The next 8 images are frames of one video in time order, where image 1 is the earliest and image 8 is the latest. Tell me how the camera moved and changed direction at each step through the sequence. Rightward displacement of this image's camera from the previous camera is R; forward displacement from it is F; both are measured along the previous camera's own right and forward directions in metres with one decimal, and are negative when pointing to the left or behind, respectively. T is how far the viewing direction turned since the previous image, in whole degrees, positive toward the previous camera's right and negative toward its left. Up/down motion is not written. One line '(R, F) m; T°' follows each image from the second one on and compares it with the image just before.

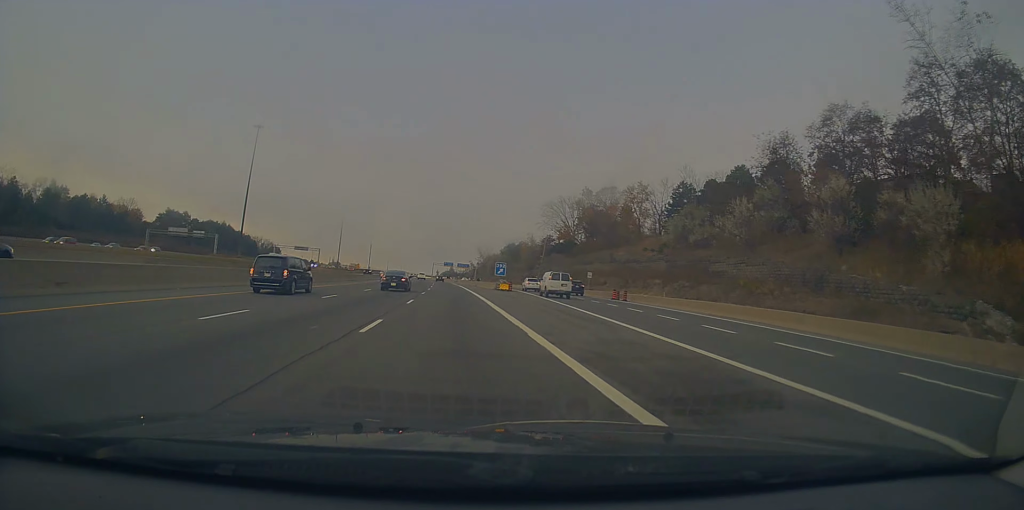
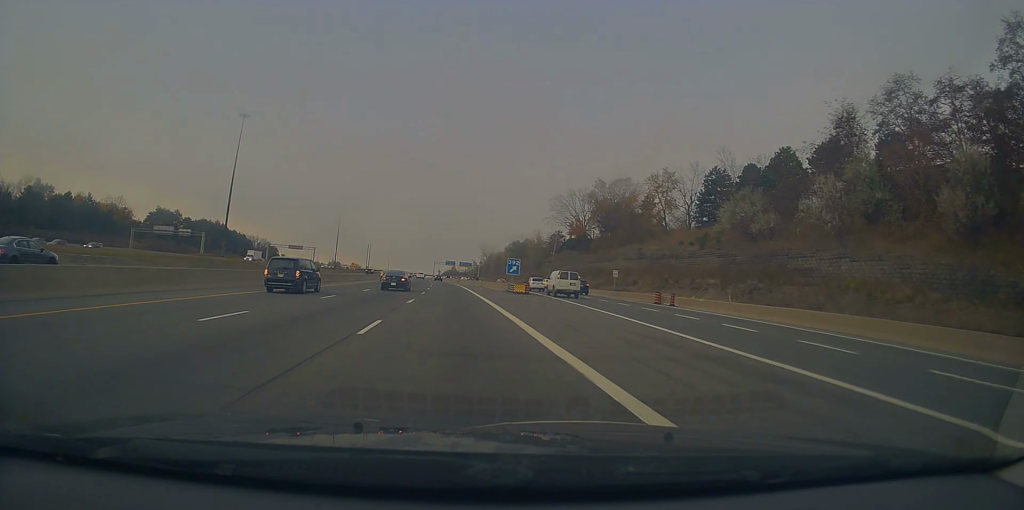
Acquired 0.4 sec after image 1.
(-0.3, +11.6) m; 0°
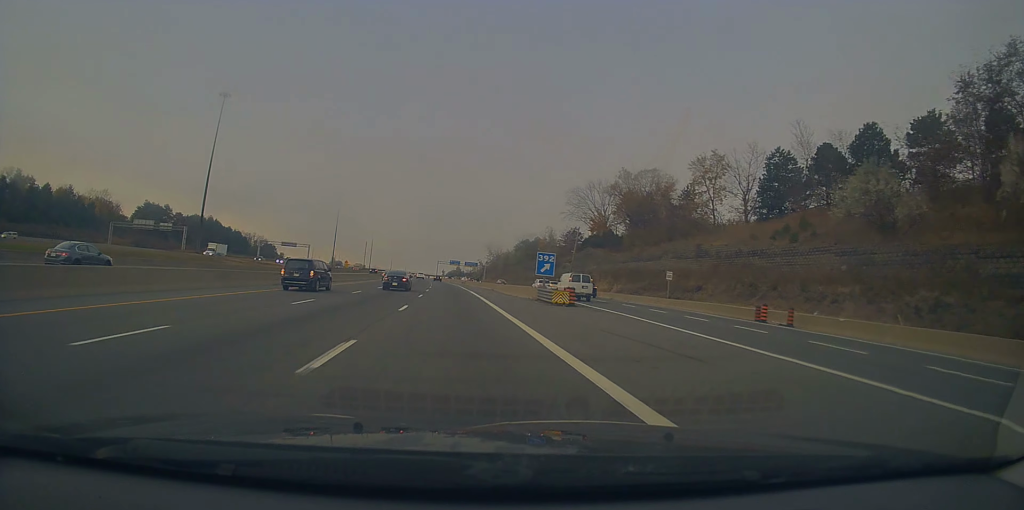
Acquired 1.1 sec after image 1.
(+0.1, +17.5) m; 0°
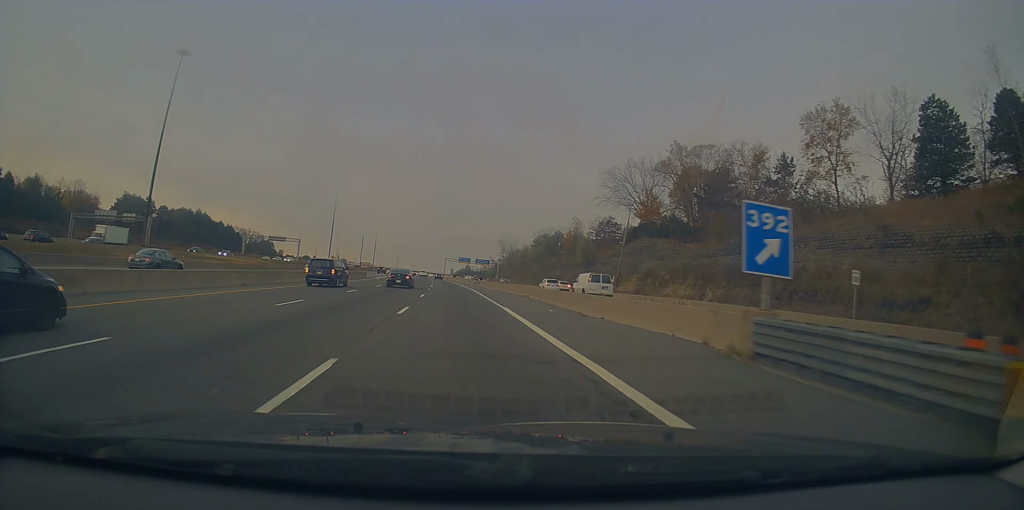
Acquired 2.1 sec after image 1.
(+0.3, +26.1) m; -1°
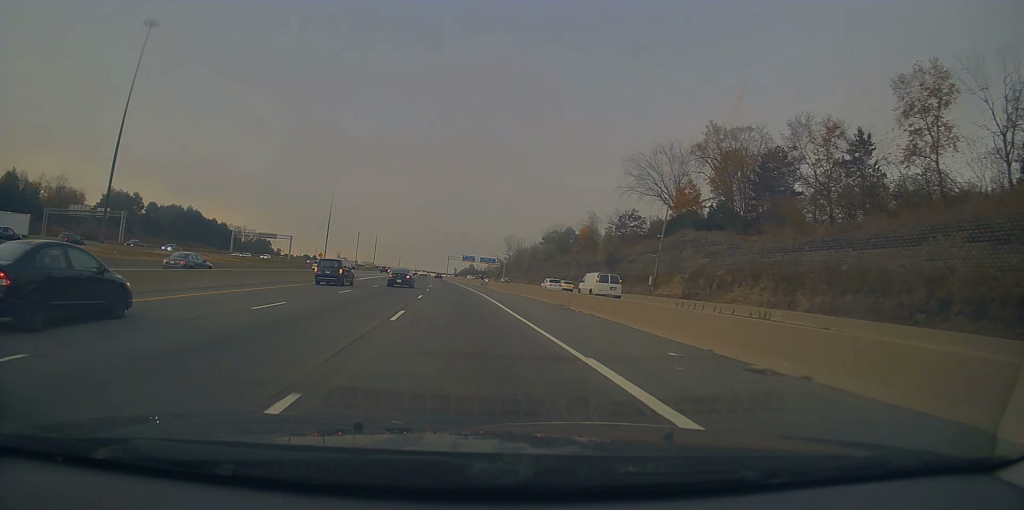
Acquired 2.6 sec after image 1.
(-0.2, +14.3) m; -1°
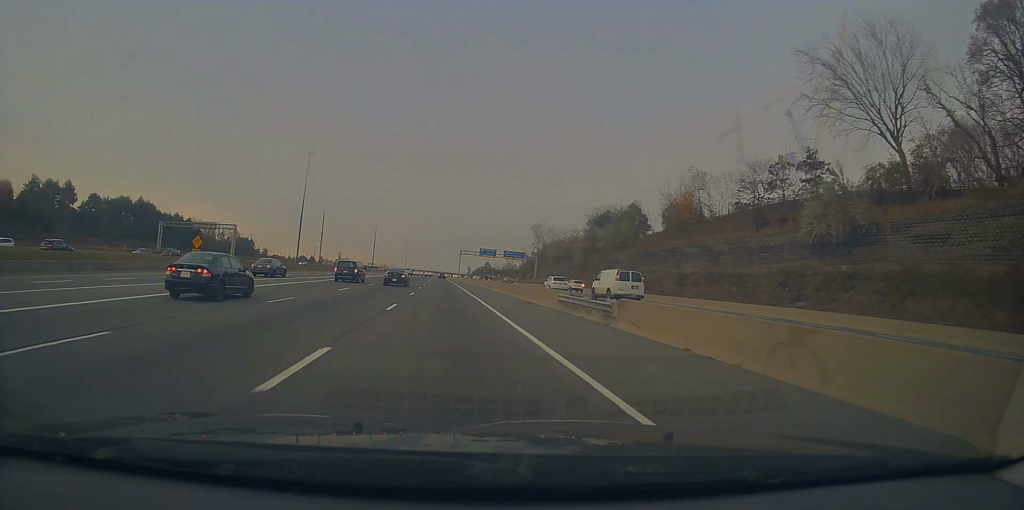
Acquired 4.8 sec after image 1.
(-1.1, +57.4) m; -1°
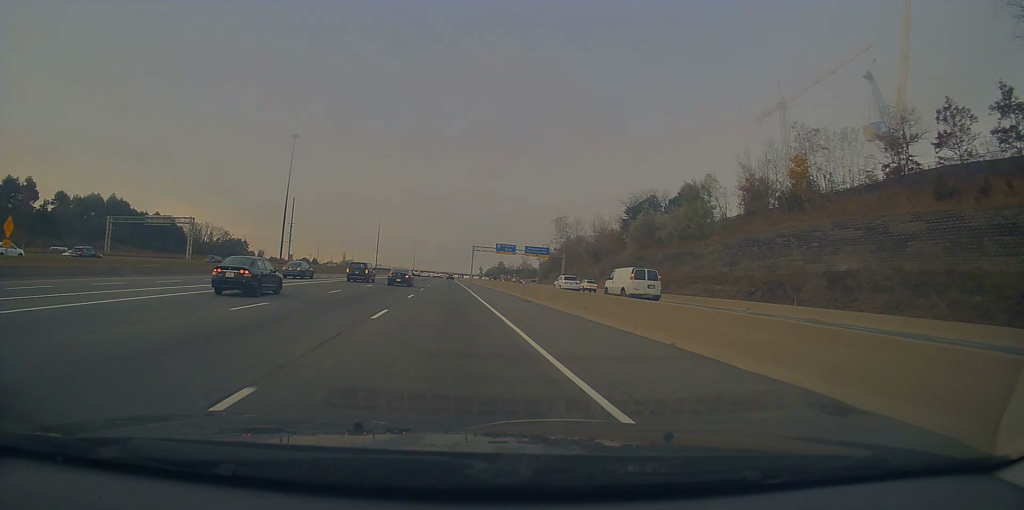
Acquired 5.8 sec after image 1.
(0.0, +26.8) m; 0°
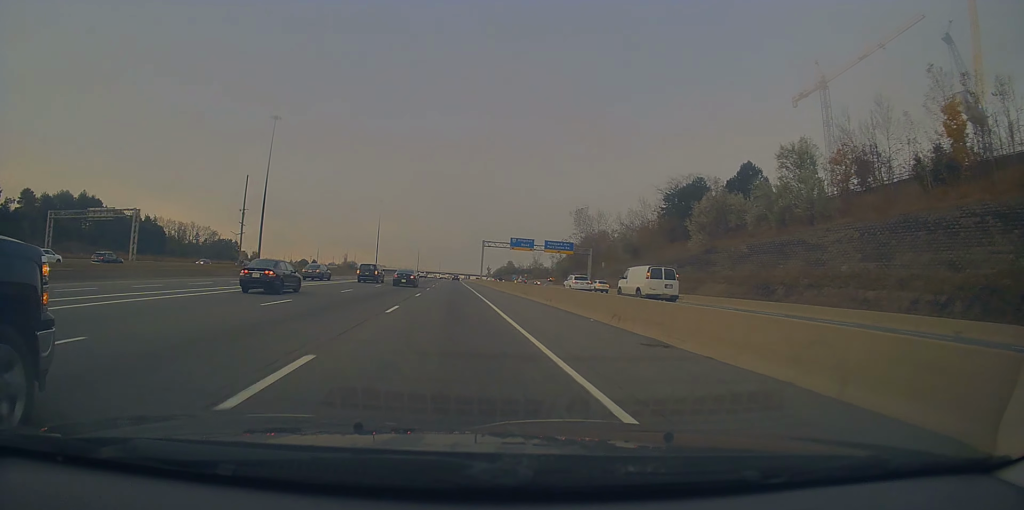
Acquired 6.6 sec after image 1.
(0.0, +21.9) m; -1°
